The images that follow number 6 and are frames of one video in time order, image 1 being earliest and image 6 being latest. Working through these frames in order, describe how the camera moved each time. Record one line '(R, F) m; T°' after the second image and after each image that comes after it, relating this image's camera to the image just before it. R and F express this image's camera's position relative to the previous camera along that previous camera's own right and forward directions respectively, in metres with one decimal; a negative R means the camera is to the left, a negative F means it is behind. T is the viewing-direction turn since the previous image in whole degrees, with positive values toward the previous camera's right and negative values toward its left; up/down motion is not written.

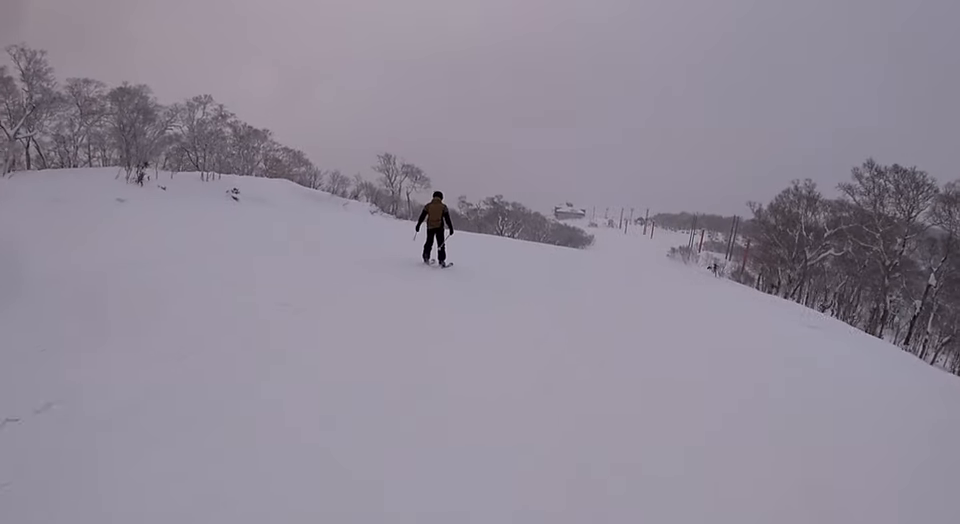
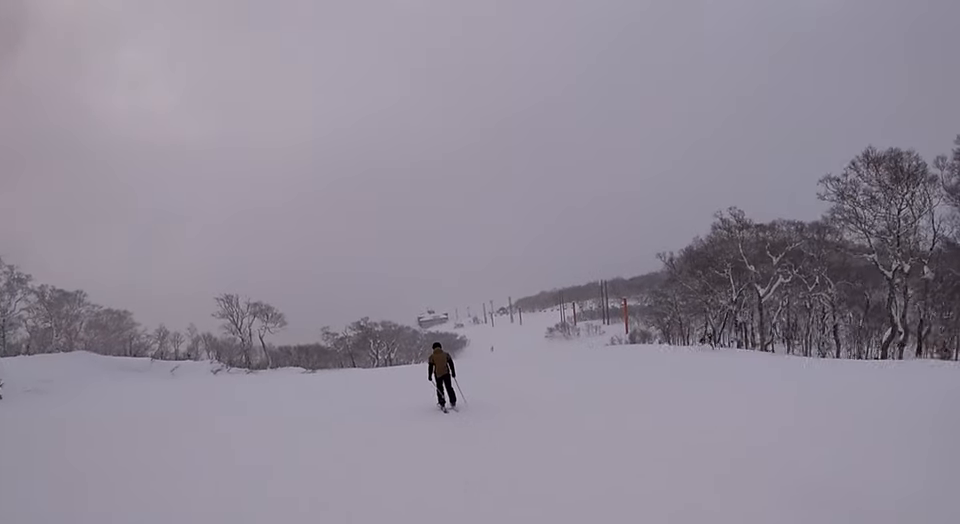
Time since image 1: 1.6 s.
(-0.6, +12.5) m; +13°
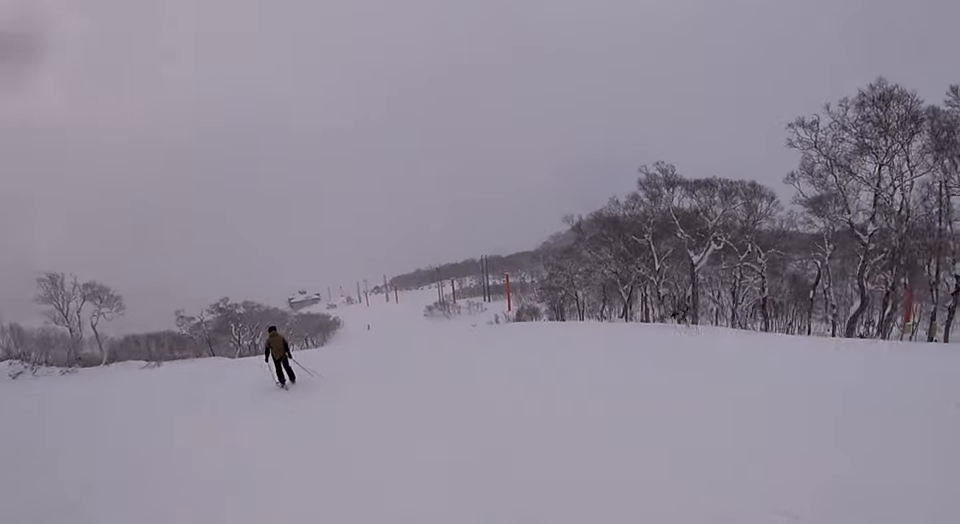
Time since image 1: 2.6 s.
(+1.5, +7.3) m; +20°
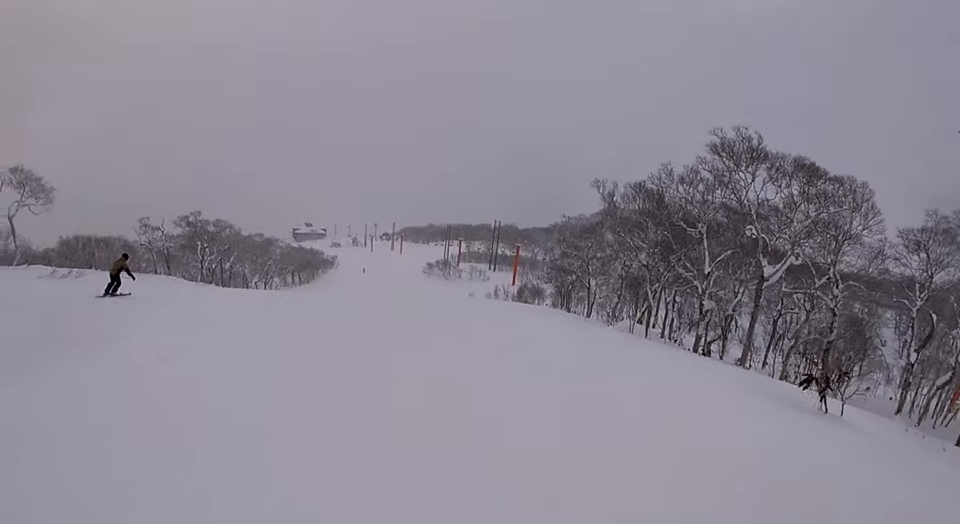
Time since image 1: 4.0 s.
(+1.2, +8.5) m; +9°
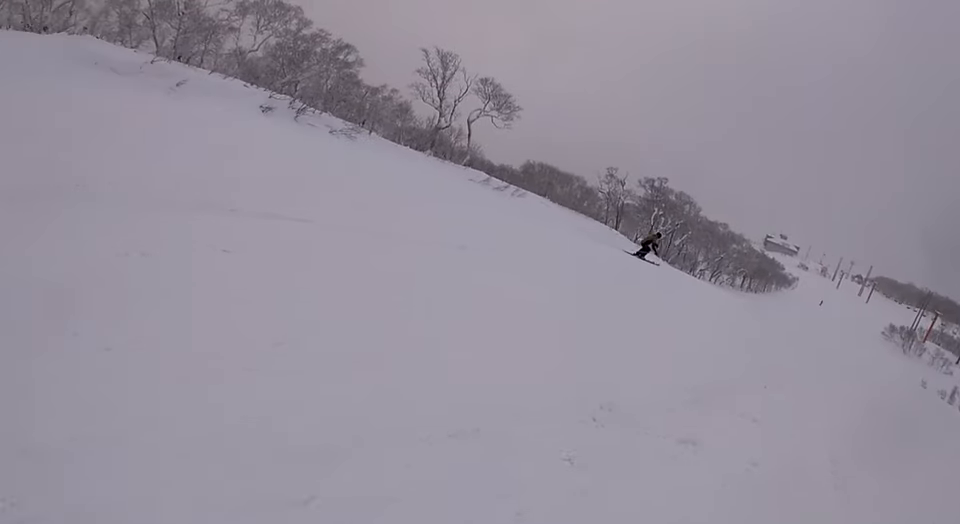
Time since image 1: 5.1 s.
(-0.2, +4.6) m; -29°
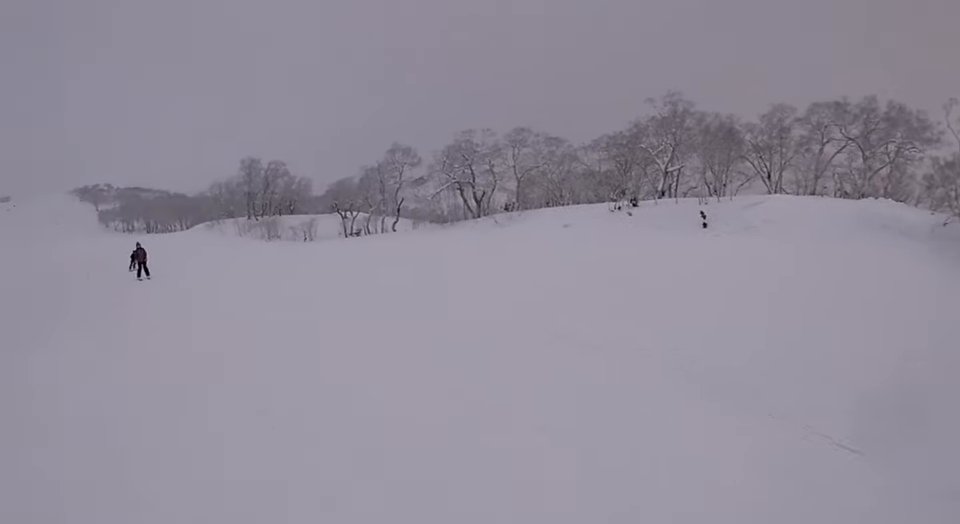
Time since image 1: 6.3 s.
(-2.1, +3.1) m; -32°
